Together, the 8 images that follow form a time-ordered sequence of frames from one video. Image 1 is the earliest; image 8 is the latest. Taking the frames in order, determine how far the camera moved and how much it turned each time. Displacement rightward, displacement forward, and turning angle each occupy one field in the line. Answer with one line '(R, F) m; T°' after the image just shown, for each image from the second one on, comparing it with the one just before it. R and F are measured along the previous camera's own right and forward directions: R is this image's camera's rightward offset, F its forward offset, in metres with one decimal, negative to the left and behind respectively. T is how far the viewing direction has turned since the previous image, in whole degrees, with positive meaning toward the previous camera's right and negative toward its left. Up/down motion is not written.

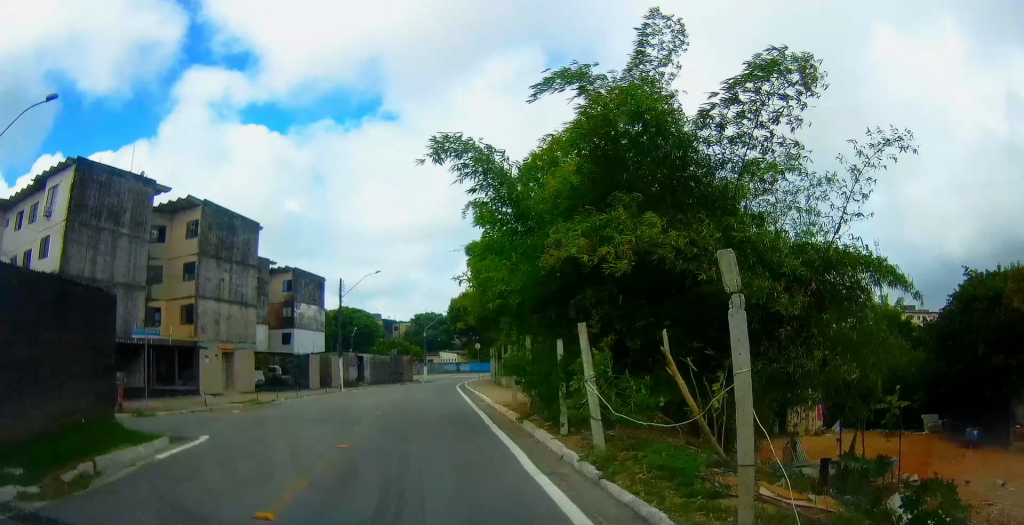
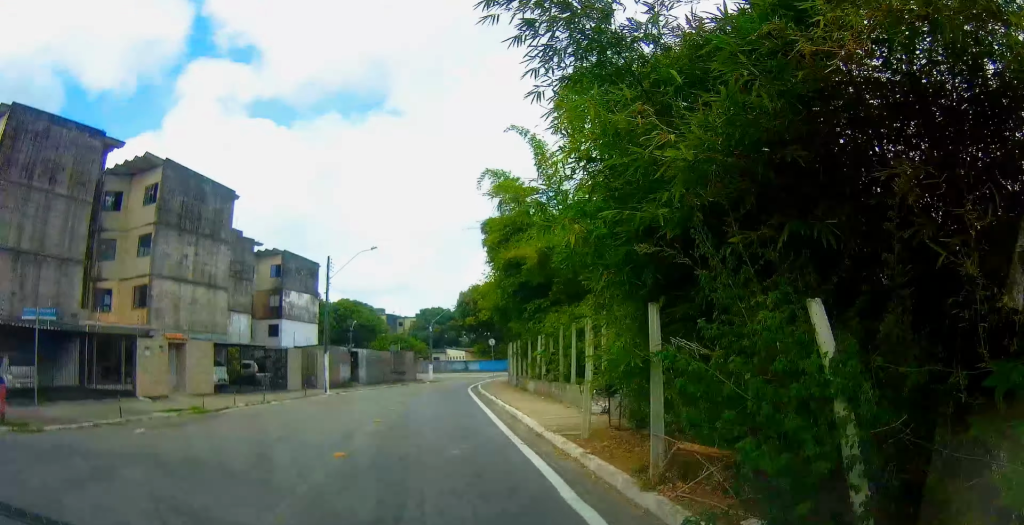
(0.0, +7.4) m; -1°
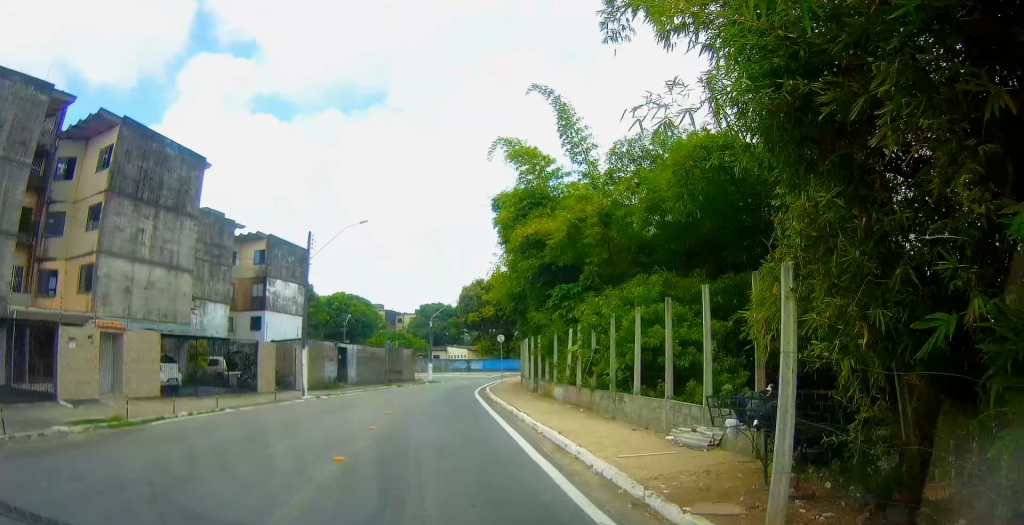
(-0.2, +5.6) m; -2°
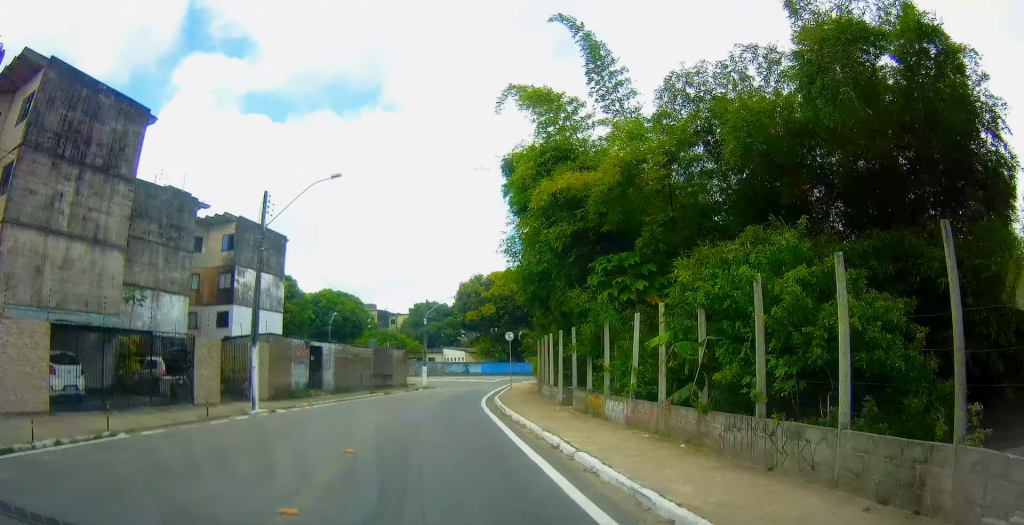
(-0.1, +7.0) m; +1°
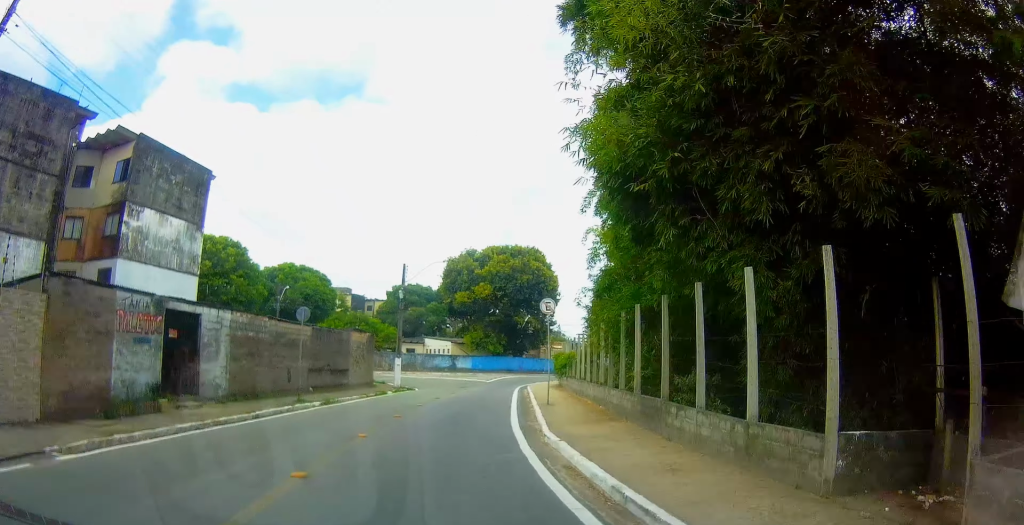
(+0.6, +14.9) m; +5°
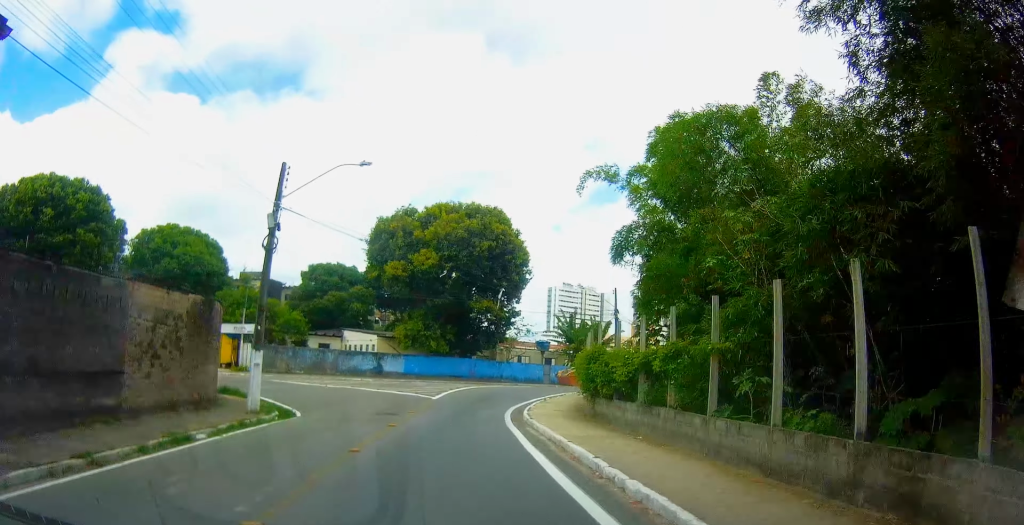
(+1.6, +18.0) m; +10°
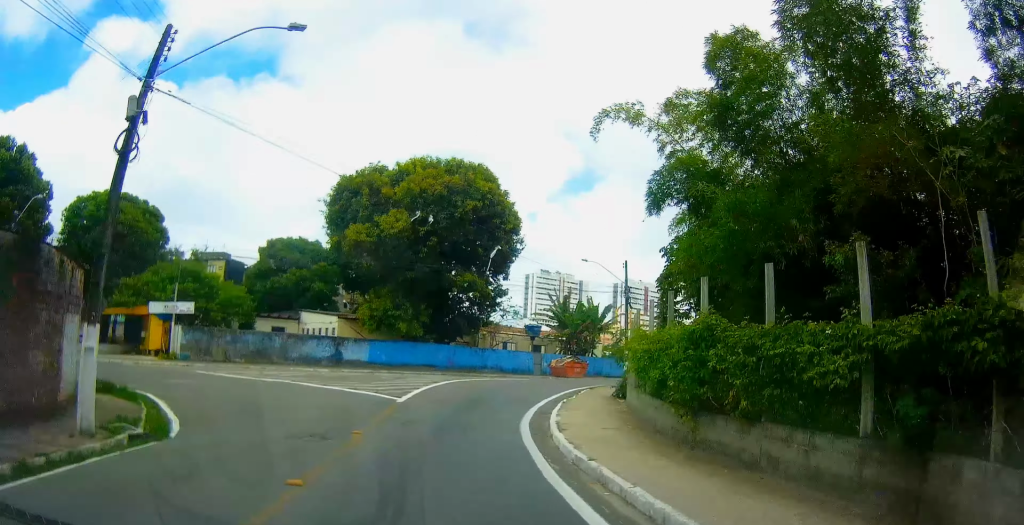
(+0.2, +7.9) m; 0°
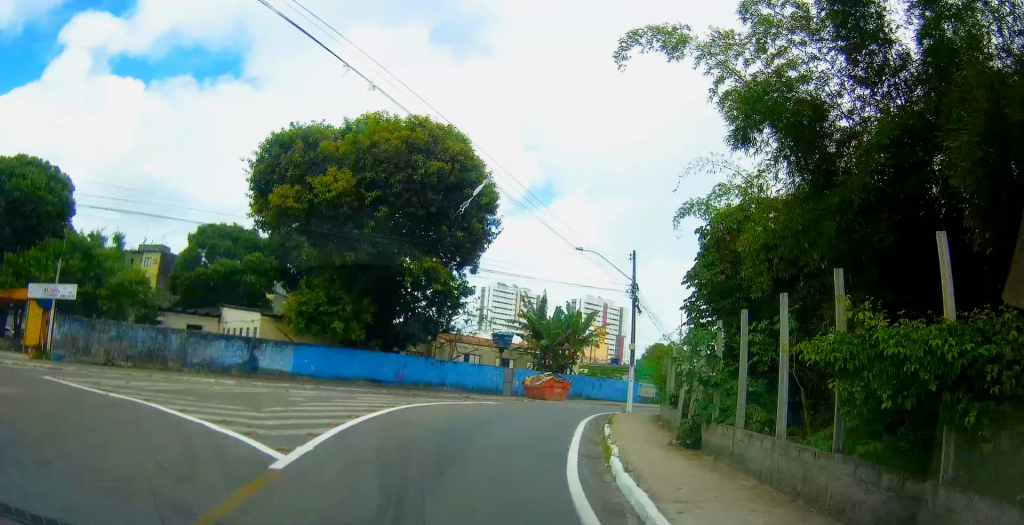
(-0.2, +8.7) m; +5°
